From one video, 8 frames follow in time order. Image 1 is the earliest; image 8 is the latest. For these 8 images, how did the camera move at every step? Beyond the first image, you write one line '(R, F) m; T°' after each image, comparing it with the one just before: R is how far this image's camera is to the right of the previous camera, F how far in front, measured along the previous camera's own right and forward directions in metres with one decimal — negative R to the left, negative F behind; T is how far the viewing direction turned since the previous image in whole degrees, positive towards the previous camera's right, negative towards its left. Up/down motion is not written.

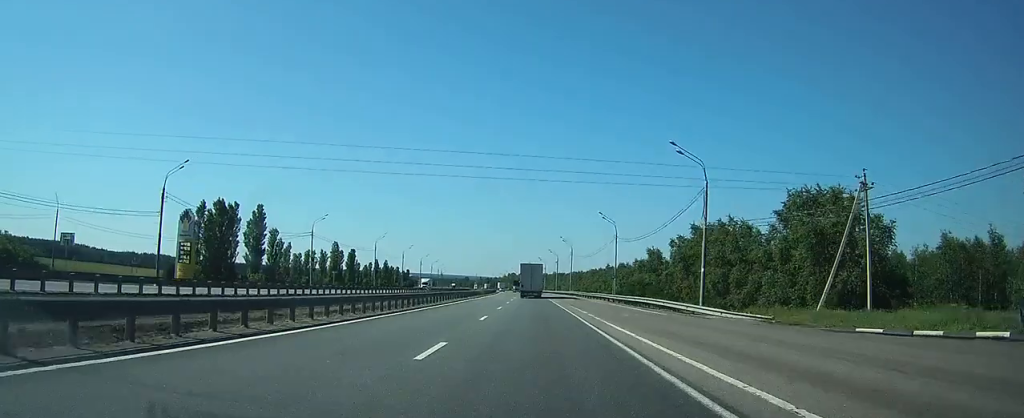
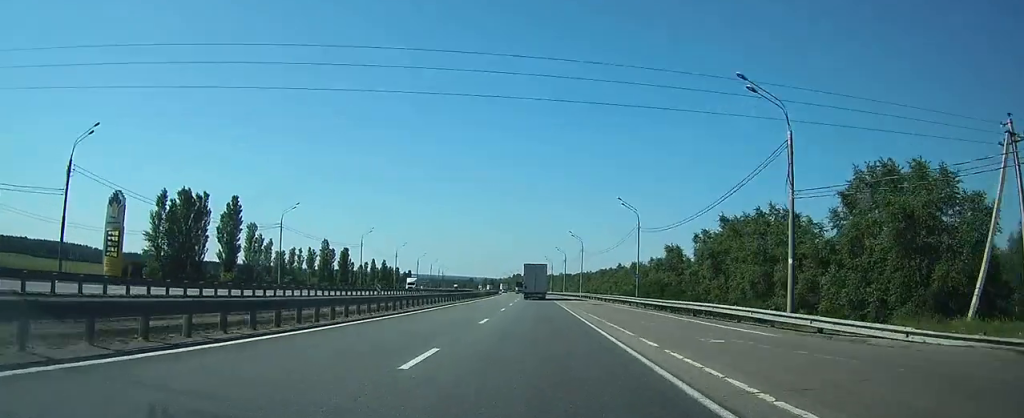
(-0.1, +13.2) m; -1°
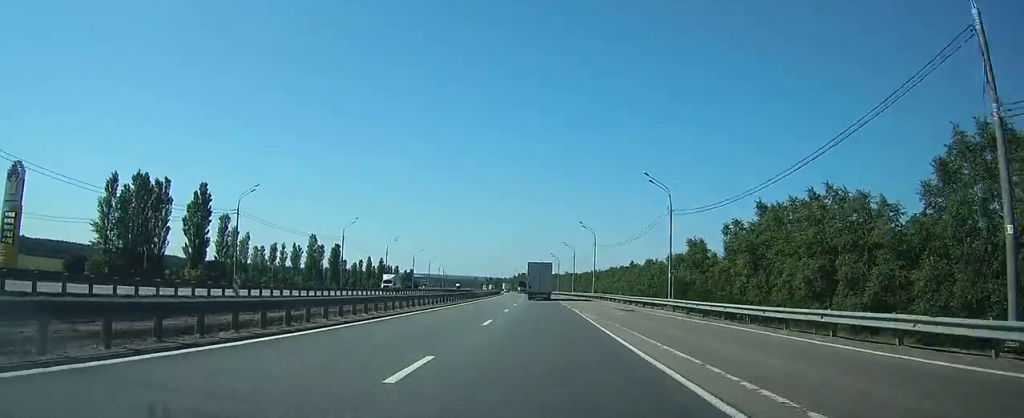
(0.0, +13.2) m; -1°
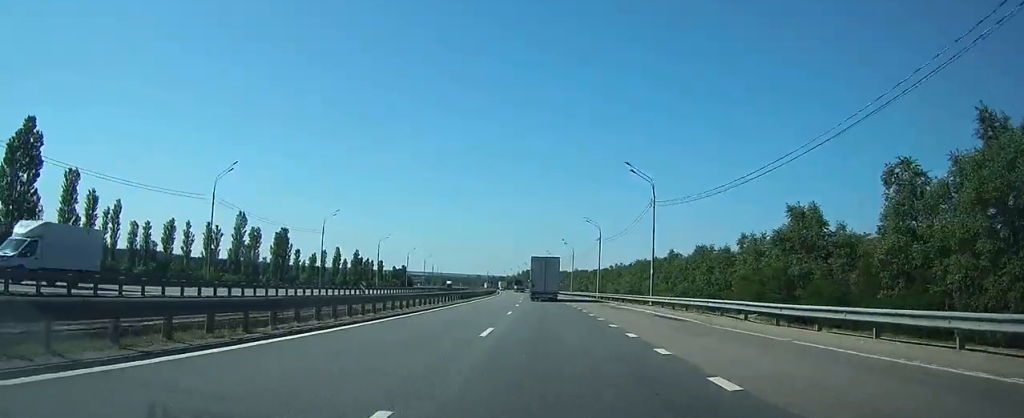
(-0.6, +40.6) m; -1°
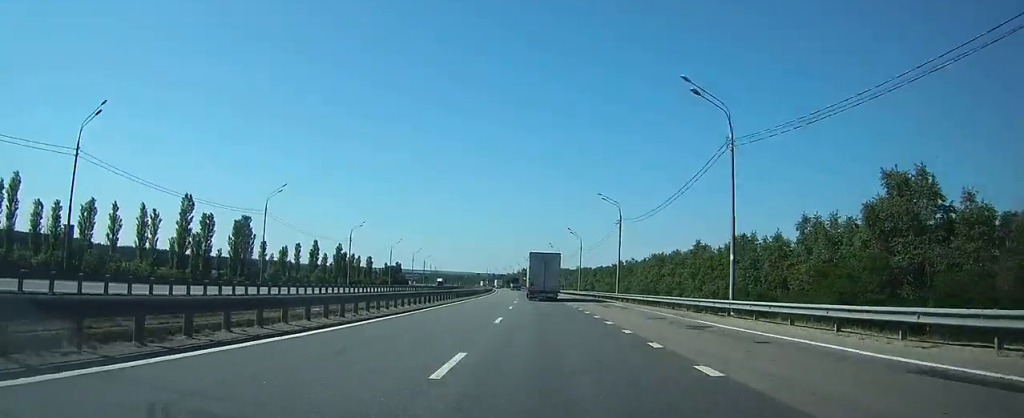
(0.0, +18.9) m; 0°
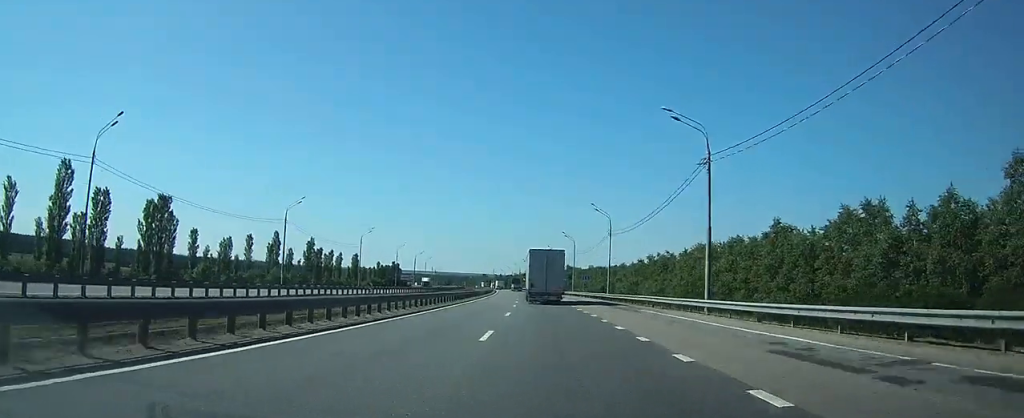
(-0.2, +30.1) m; -1°
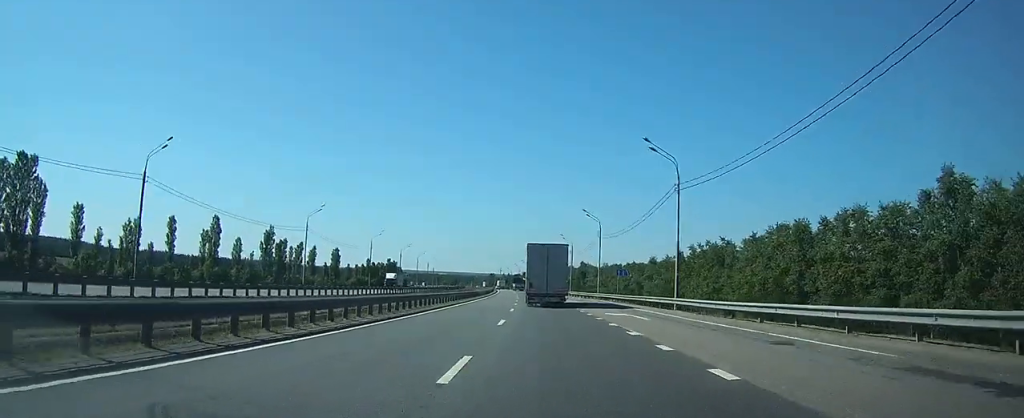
(-0.1, +30.1) m; -1°
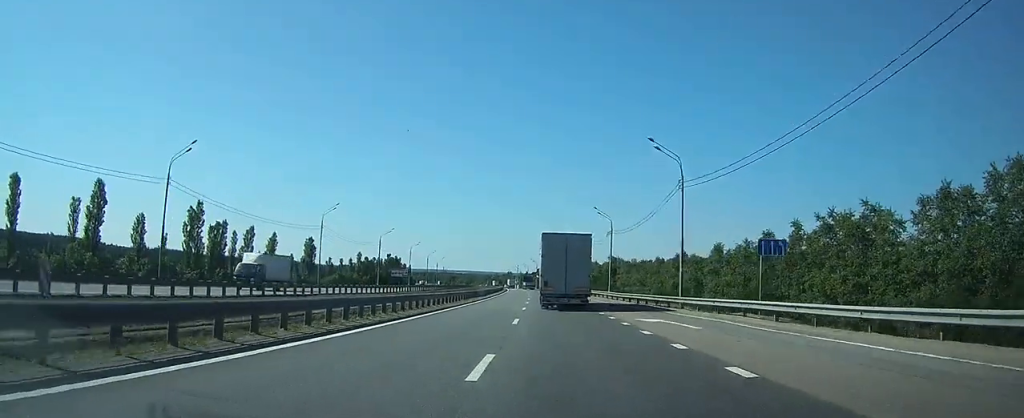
(-0.4, +35.7) m; -1°
